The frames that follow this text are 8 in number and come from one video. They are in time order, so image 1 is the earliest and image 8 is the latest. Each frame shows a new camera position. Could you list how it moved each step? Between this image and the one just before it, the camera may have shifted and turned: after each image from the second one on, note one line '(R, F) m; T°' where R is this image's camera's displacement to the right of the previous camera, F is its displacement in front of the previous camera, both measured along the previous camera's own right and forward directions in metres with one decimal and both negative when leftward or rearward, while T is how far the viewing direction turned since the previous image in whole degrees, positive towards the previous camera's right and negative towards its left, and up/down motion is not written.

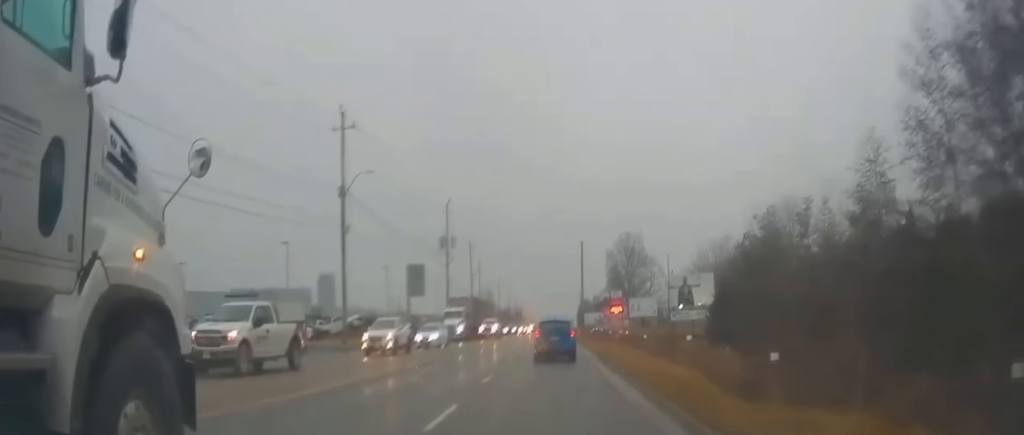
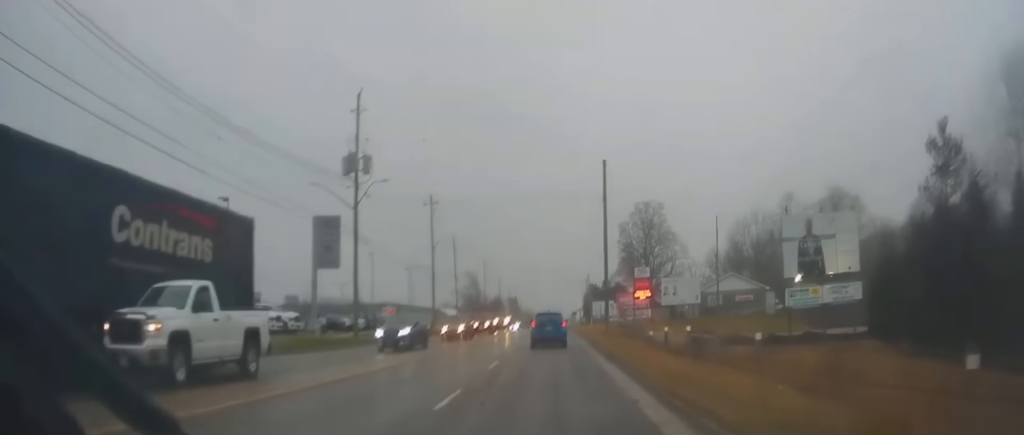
(-1.1, +41.9) m; 0°
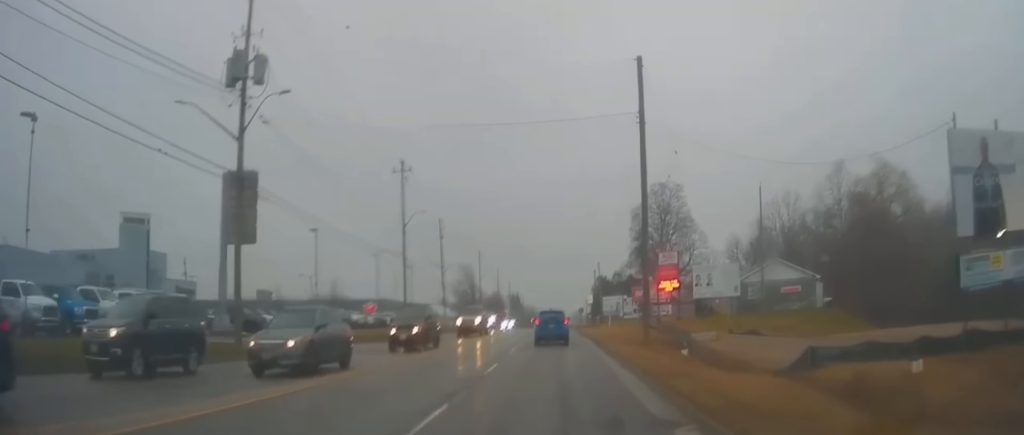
(+0.6, +20.3) m; +1°
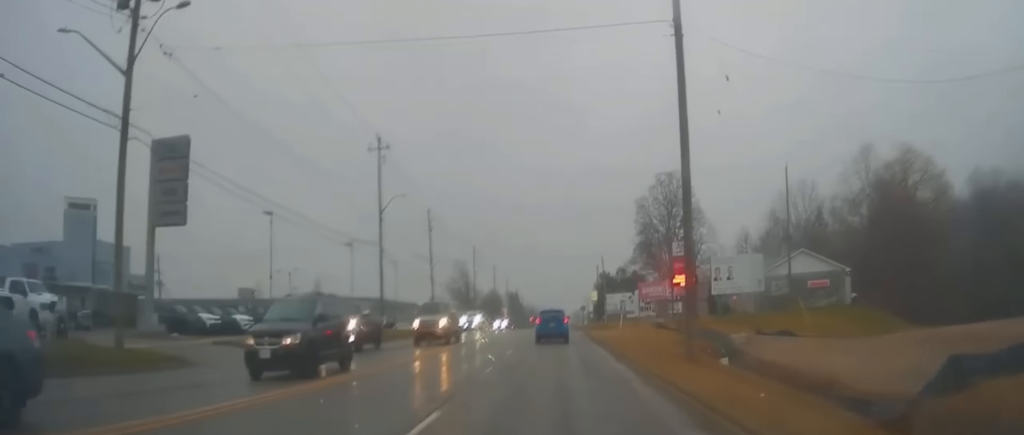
(-0.1, +9.8) m; -1°
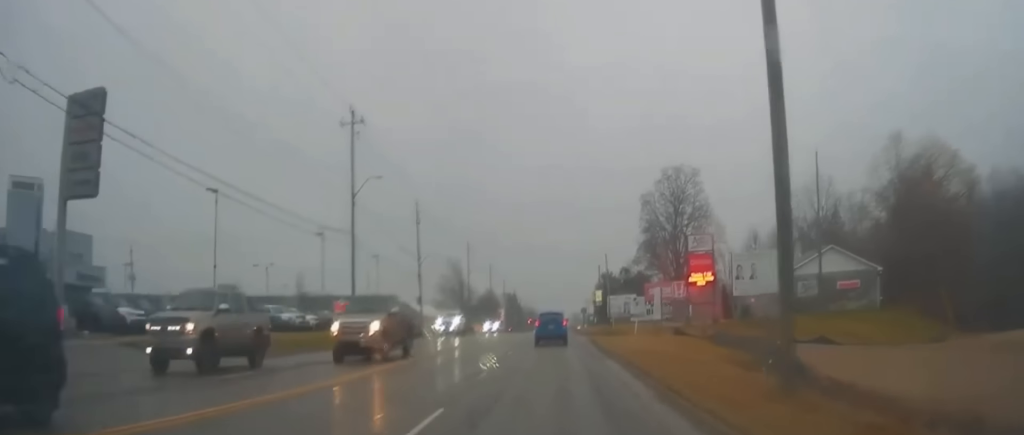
(-0.2, +8.8) m; -1°
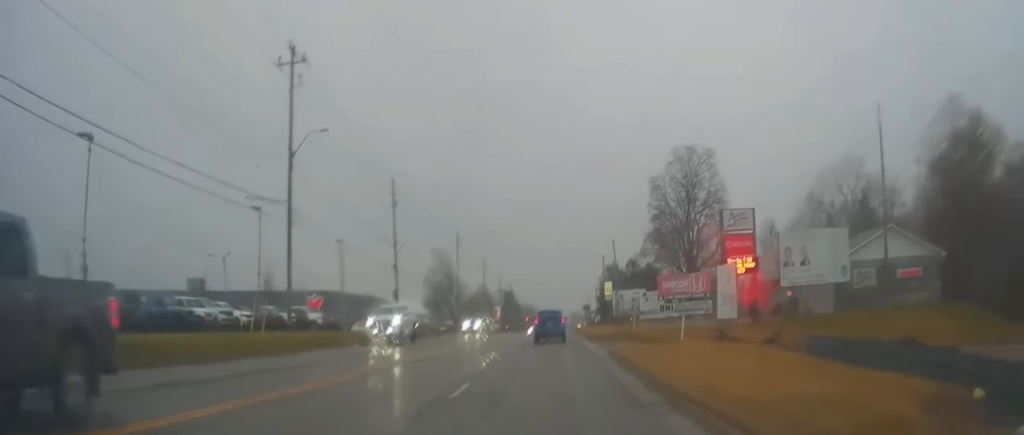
(+0.1, +13.5) m; 0°
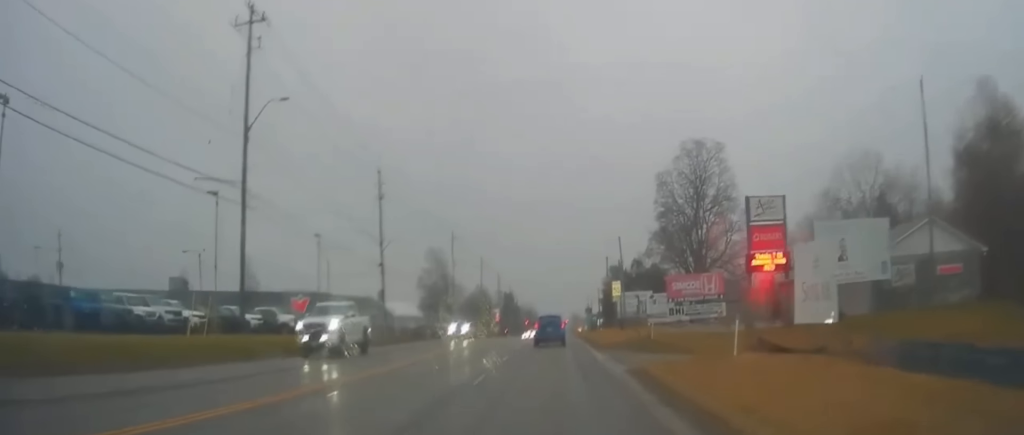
(0.0, +6.8) m; 0°
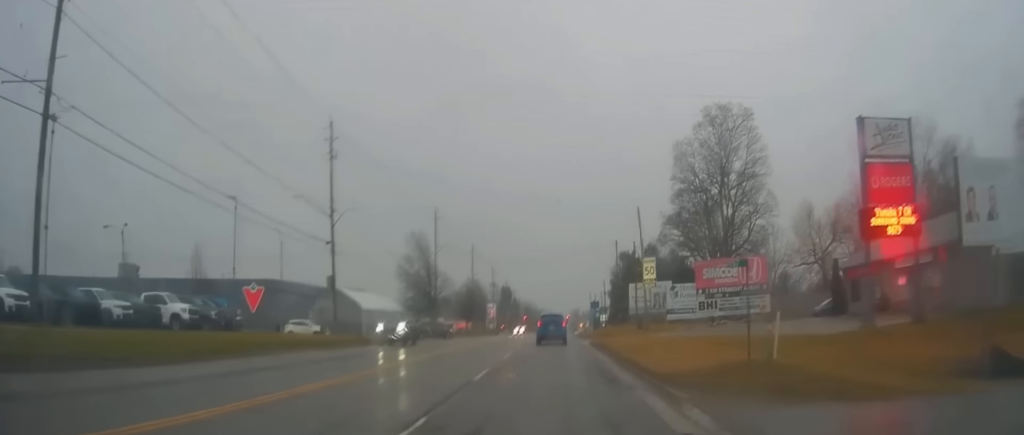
(0.0, +16.9) m; 0°
